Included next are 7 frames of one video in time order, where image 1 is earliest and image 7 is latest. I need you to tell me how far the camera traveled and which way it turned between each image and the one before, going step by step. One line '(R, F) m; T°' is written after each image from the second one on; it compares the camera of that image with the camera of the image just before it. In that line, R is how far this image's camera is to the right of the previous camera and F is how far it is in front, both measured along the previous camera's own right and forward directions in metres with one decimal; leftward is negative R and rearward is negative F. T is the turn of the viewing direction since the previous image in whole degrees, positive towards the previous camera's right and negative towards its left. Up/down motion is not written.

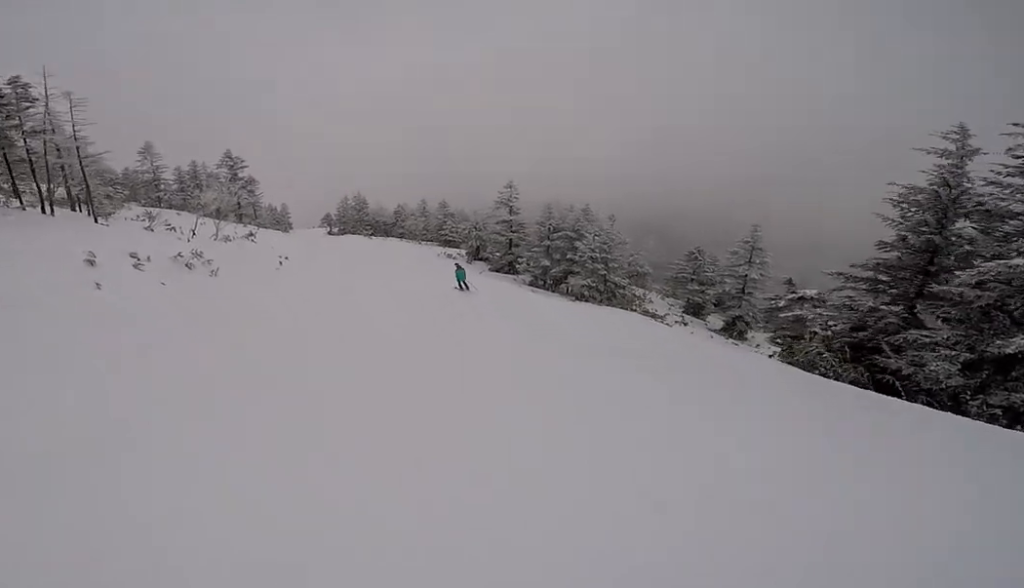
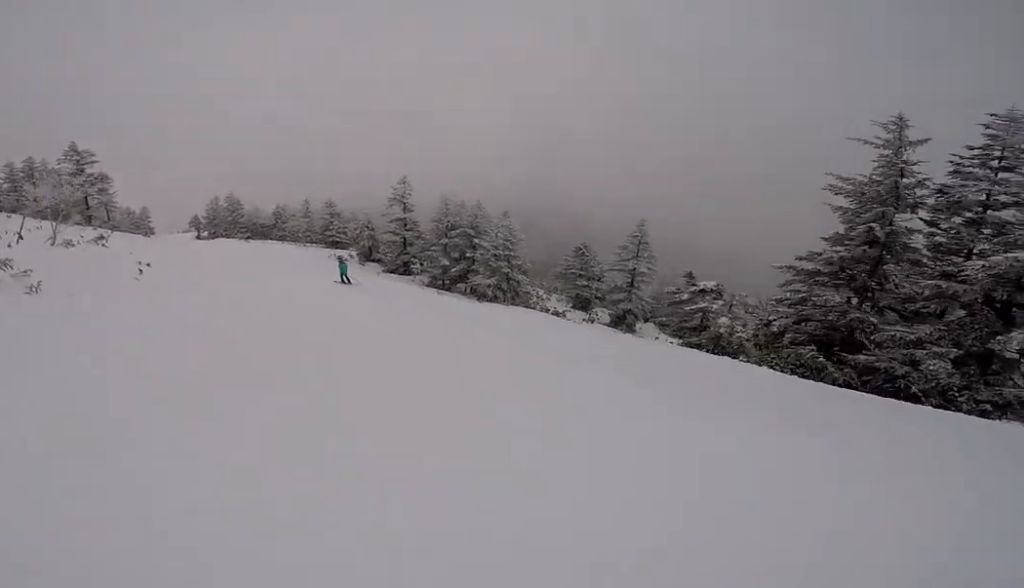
(+0.5, +3.6) m; -1°
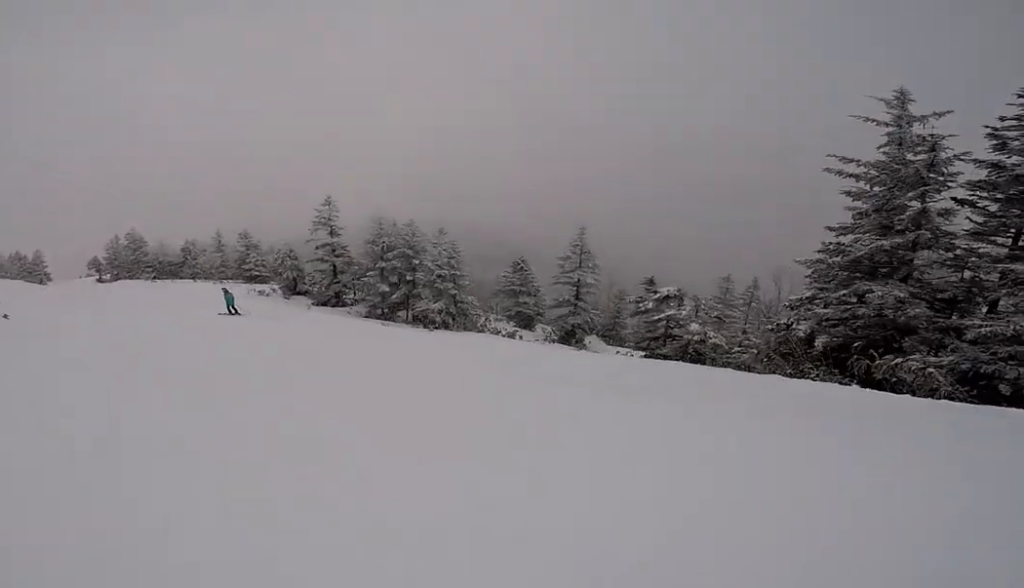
(-0.5, +3.8) m; -3°
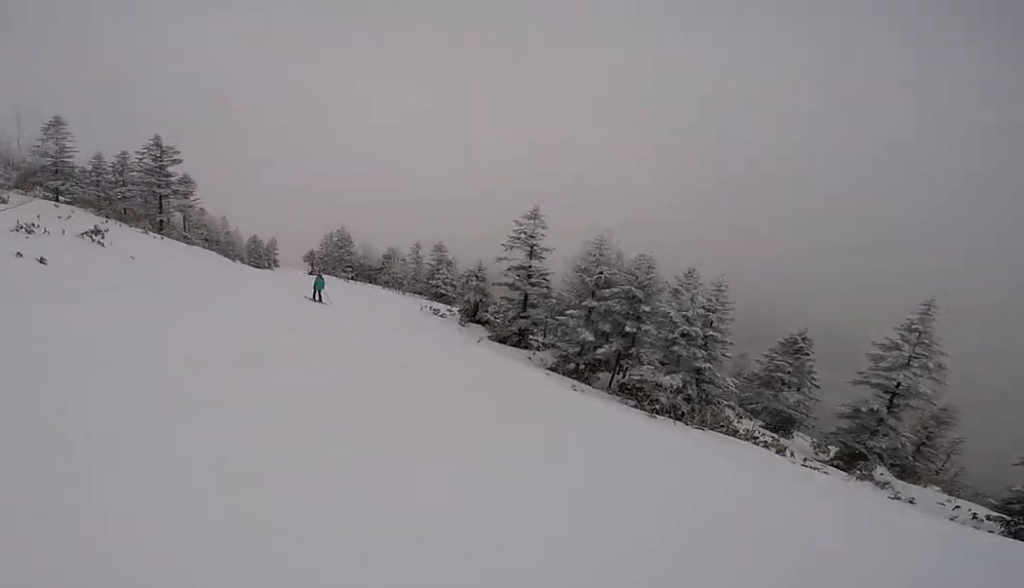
(-0.3, +6.8) m; -9°
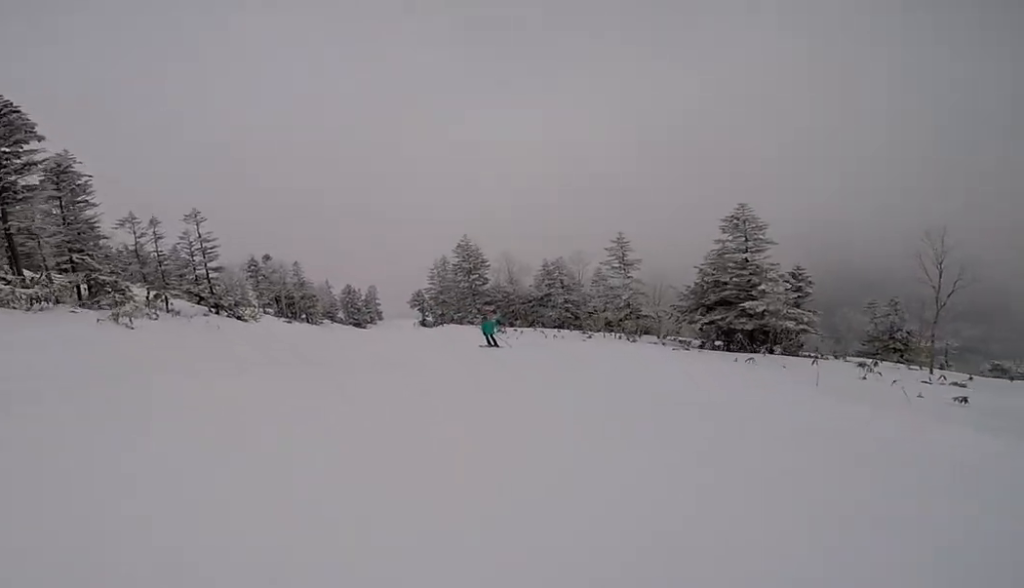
(-8.0, +25.1) m; -2°
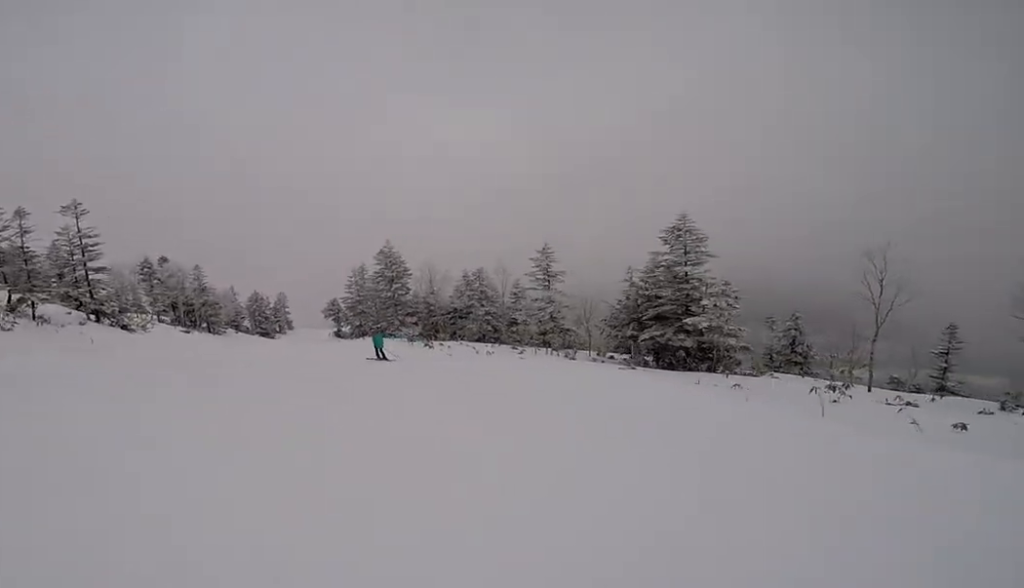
(+0.2, +3.2) m; +1°
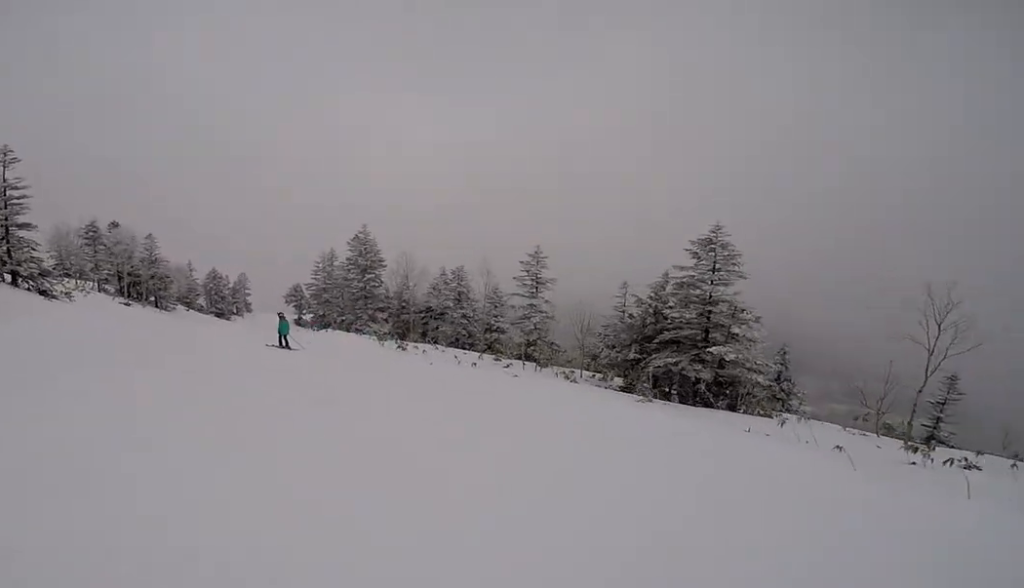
(+0.1, +3.9) m; -3°
